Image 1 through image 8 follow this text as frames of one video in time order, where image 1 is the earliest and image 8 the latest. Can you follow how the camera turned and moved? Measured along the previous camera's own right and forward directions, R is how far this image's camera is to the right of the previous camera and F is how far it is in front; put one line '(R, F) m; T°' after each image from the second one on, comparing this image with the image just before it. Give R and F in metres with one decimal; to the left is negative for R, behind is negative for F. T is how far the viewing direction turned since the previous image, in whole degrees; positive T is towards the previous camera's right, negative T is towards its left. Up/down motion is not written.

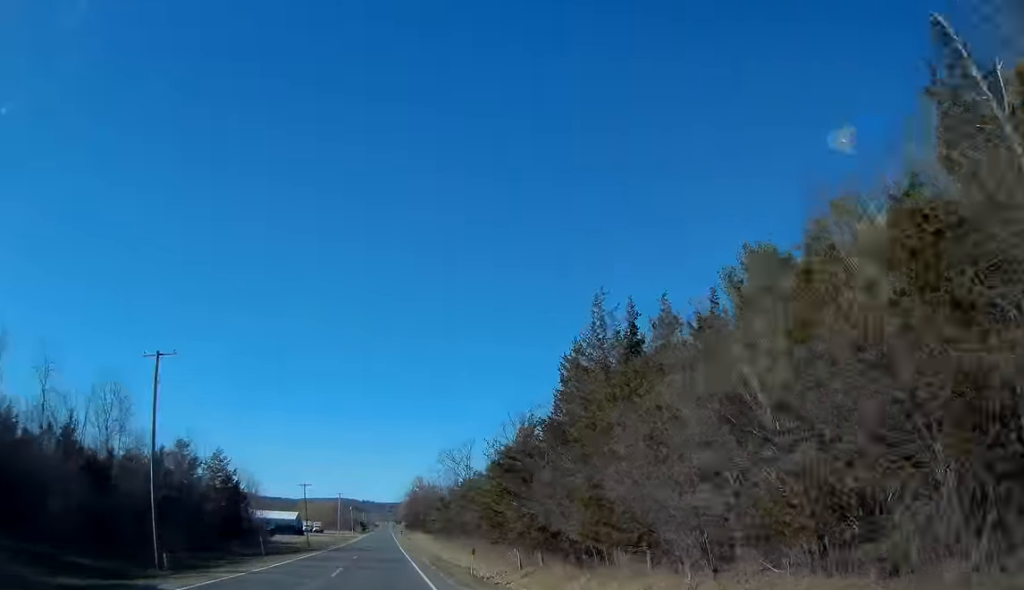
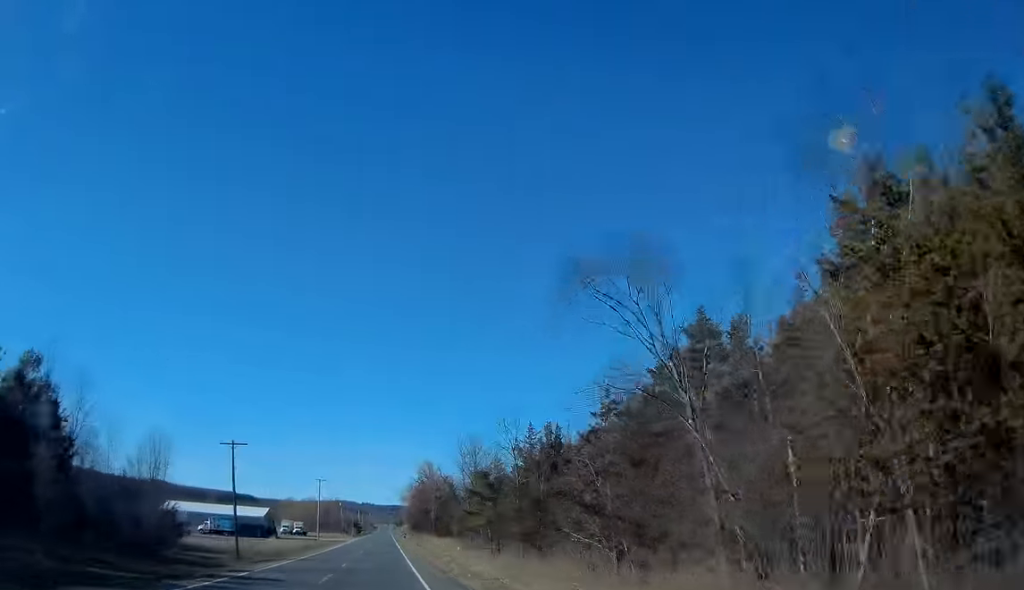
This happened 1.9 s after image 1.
(-0.2, +43.1) m; 0°
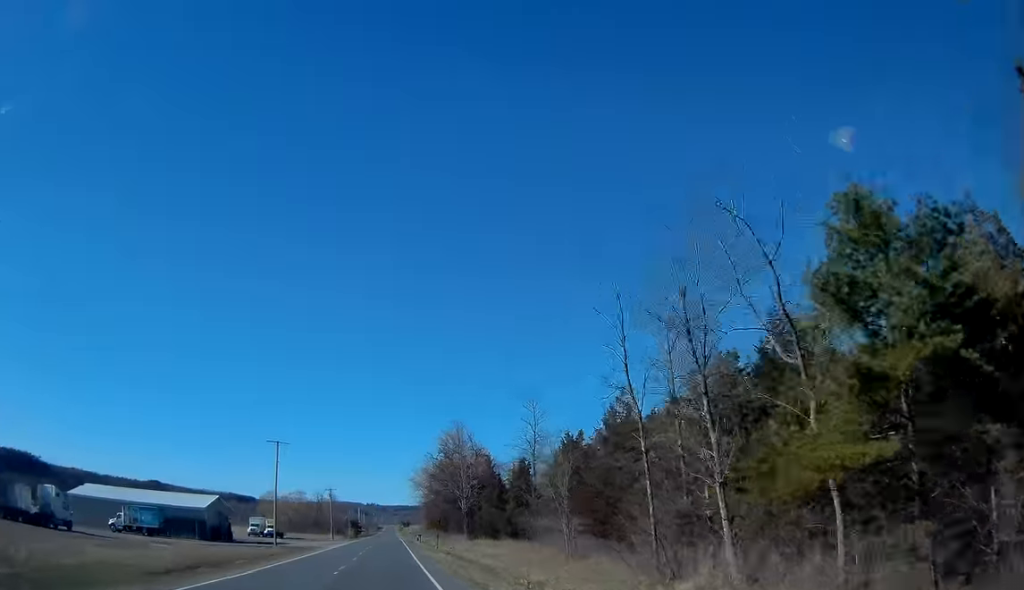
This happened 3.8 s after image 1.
(-0.3, +45.4) m; -1°
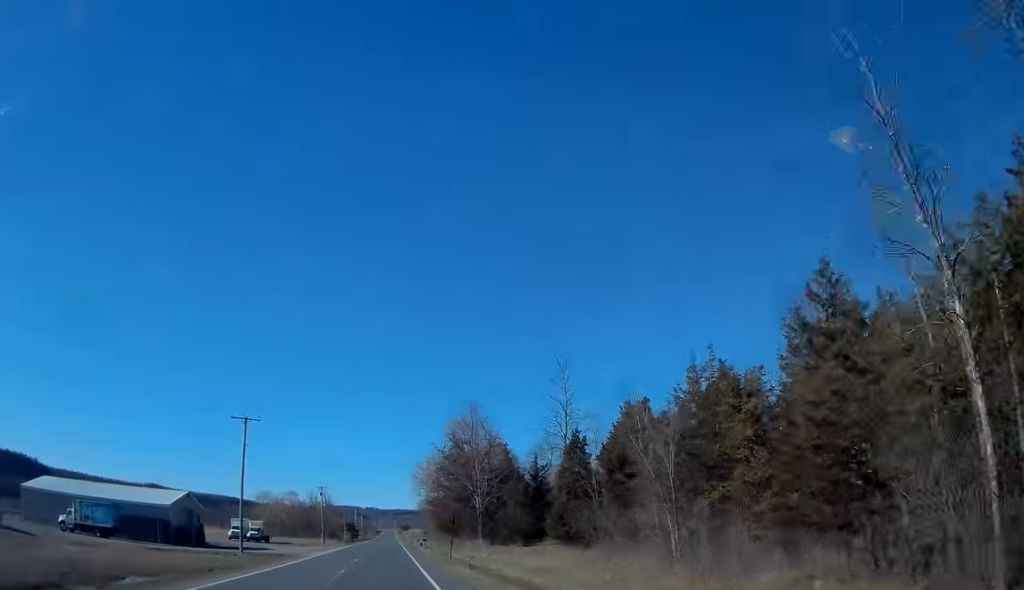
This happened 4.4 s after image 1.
(0.0, +14.2) m; 0°
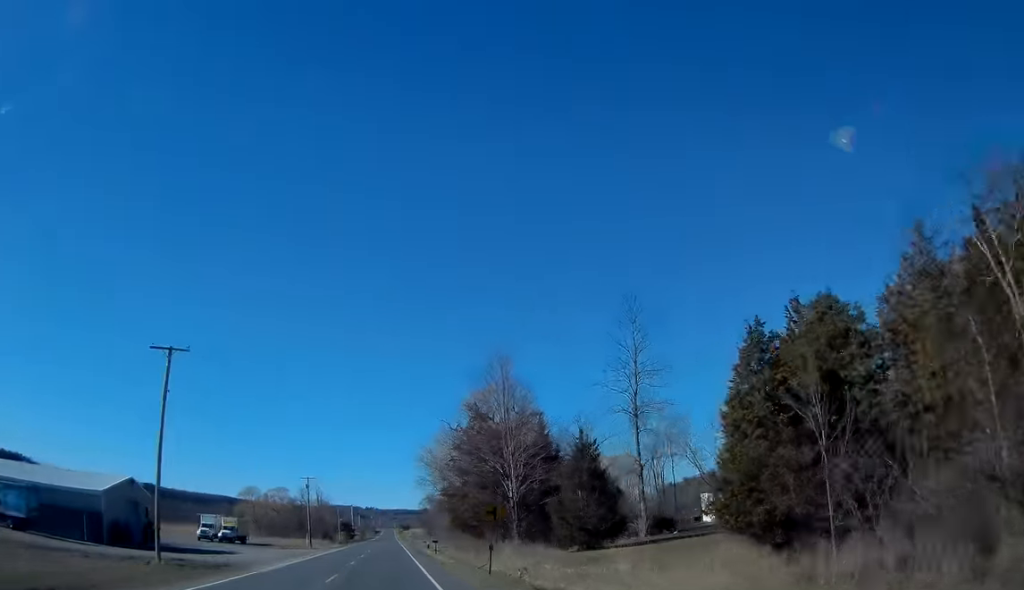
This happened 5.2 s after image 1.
(0.0, +18.5) m; 0°
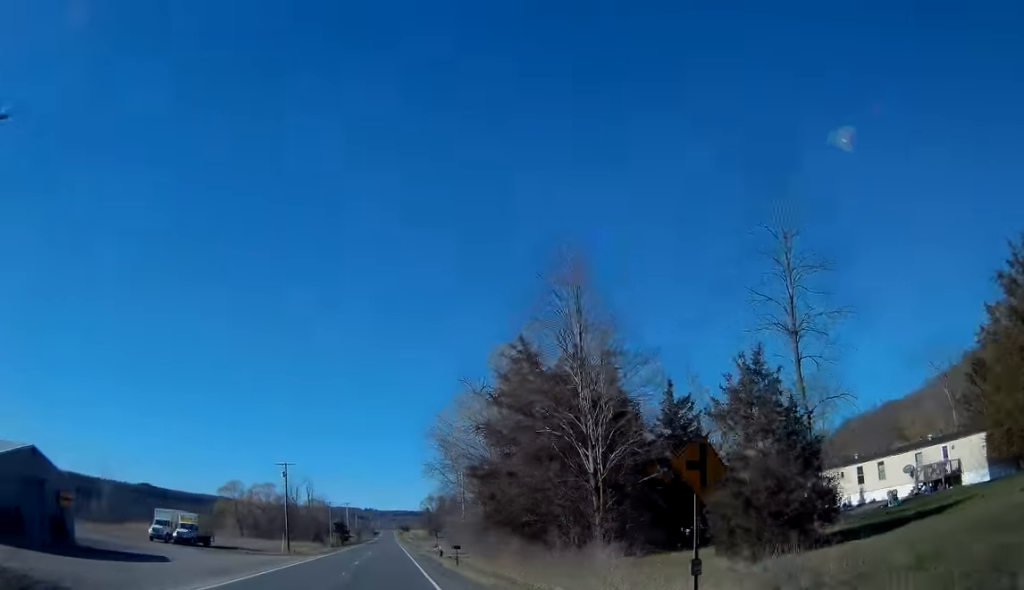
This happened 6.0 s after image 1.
(0.0, +19.5) m; 0°
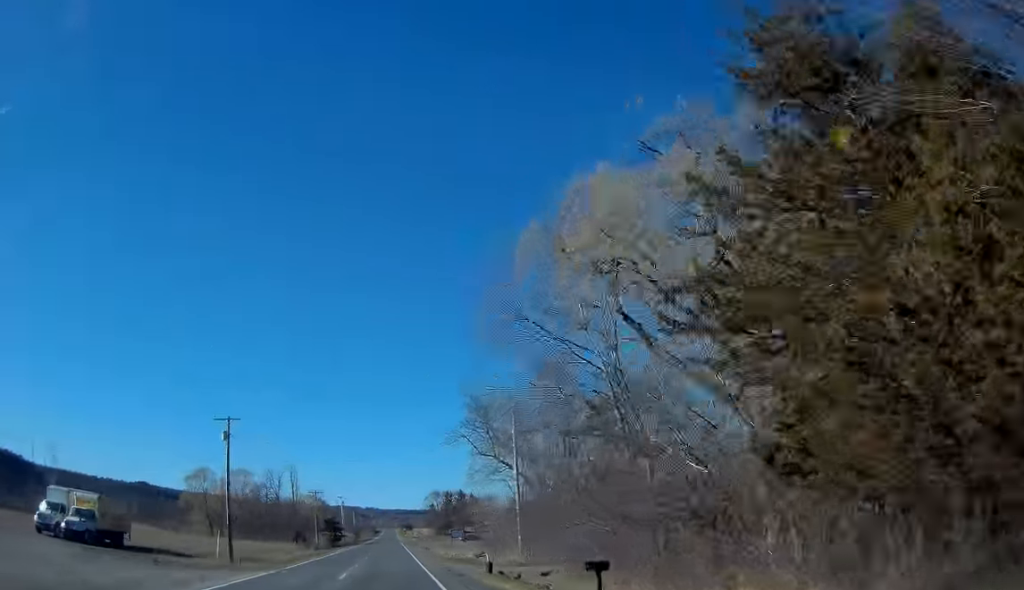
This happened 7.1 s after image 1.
(+0.1, +27.1) m; 0°
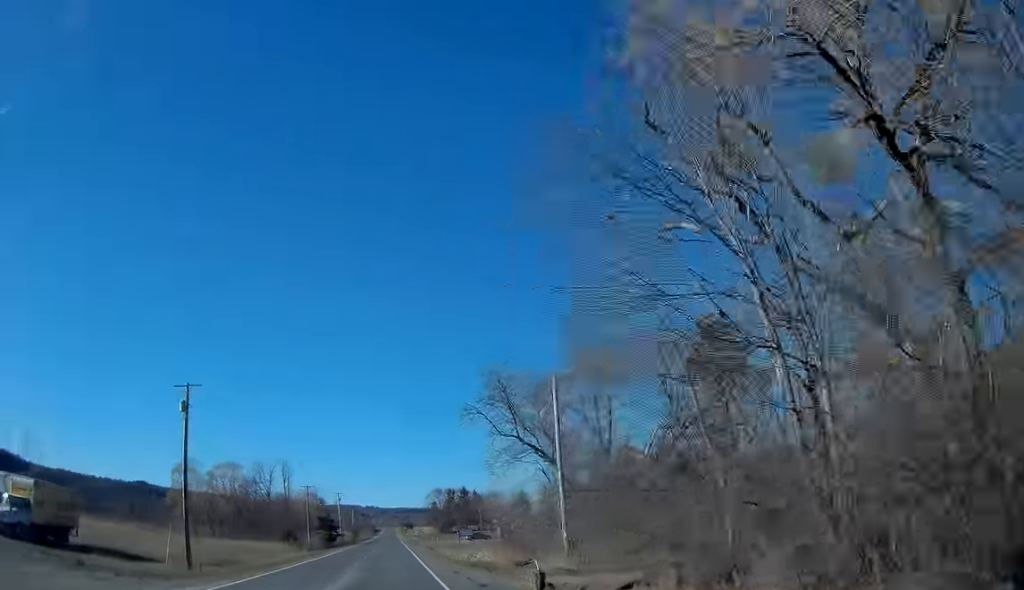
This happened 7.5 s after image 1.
(0.0, +9.9) m; 0°
